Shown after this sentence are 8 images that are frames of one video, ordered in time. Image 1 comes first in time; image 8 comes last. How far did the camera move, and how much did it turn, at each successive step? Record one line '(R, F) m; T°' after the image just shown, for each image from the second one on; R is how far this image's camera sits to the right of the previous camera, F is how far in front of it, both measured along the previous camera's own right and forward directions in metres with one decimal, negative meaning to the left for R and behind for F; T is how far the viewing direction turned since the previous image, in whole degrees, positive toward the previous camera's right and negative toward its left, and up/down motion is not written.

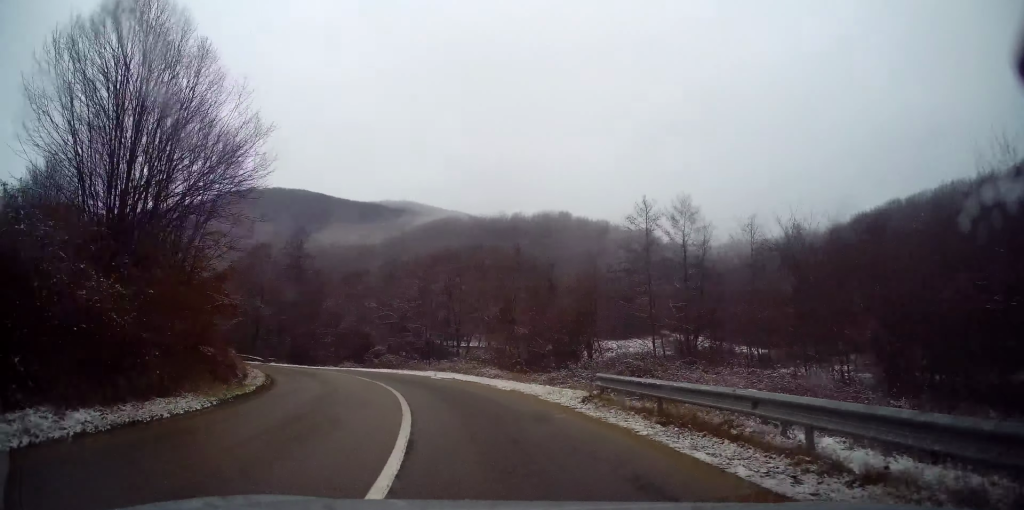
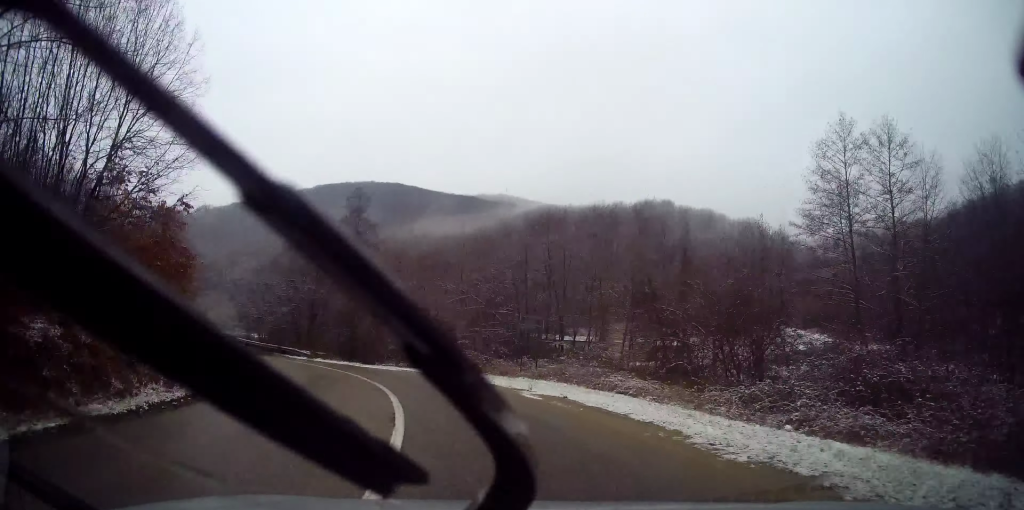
(-1.0, +11.7) m; -11°
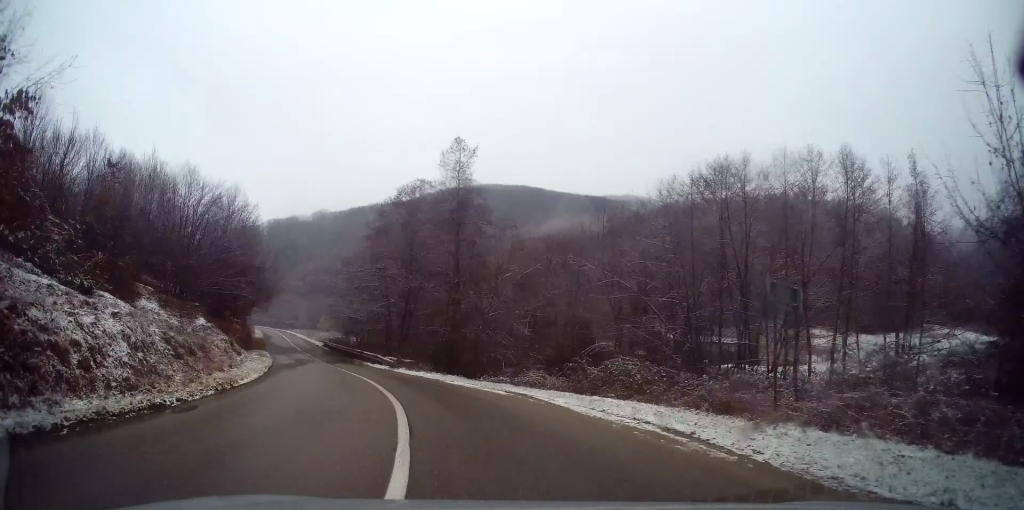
(-1.1, +11.8) m; -13°
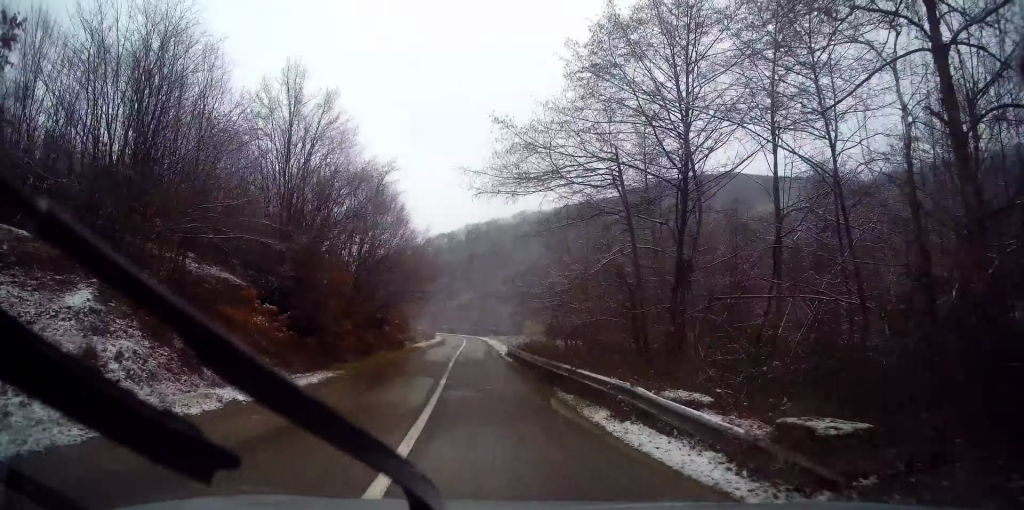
(-5.5, +23.3) m; -21°
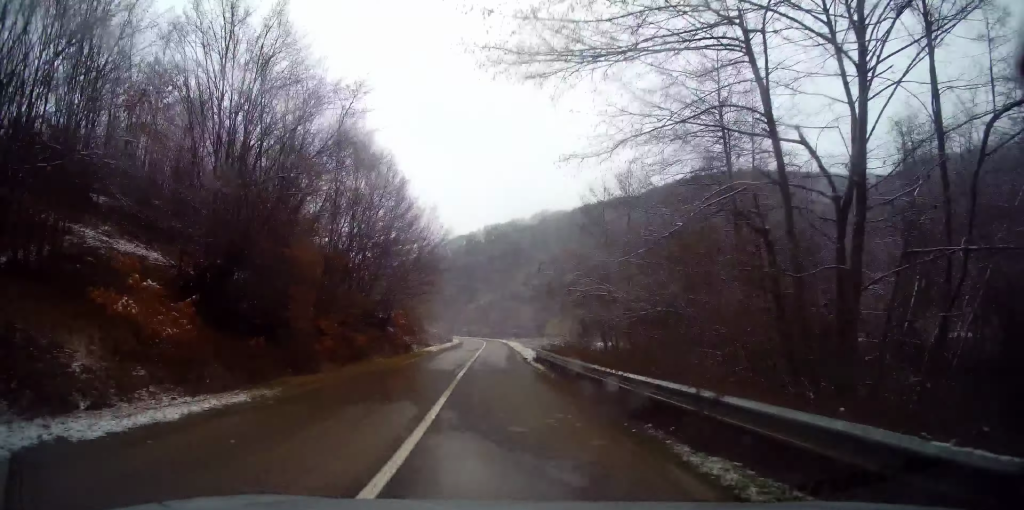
(-0.2, +7.3) m; -1°
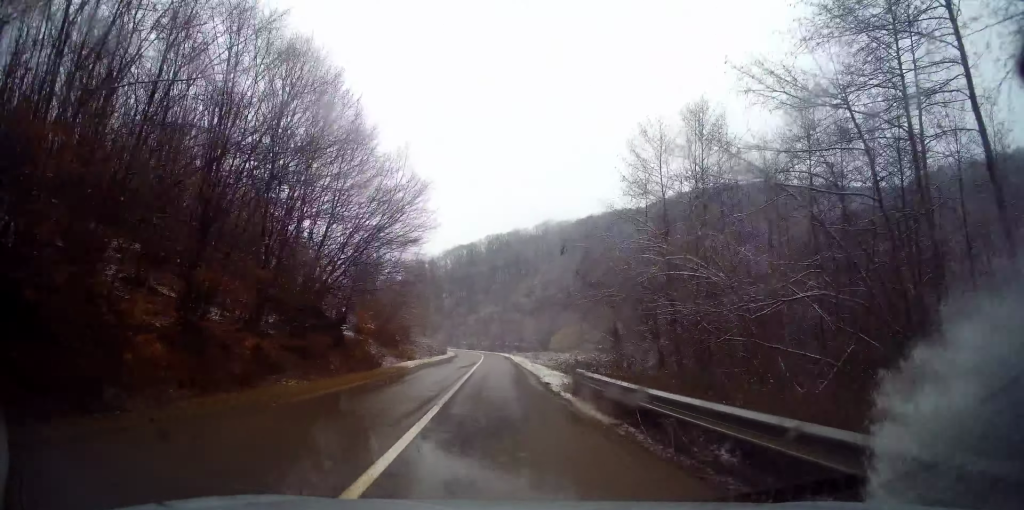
(-0.2, +11.3) m; -1°
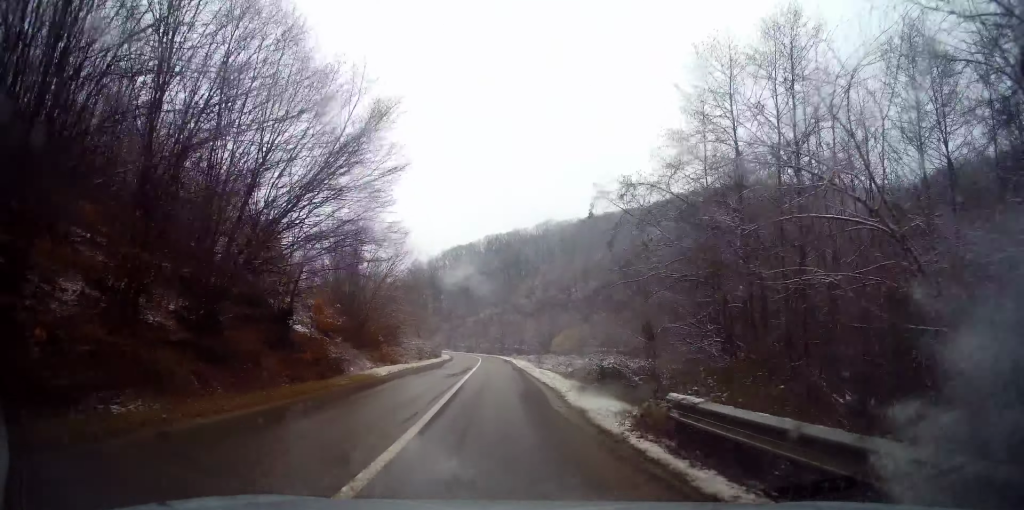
(0.0, +7.2) m; 0°
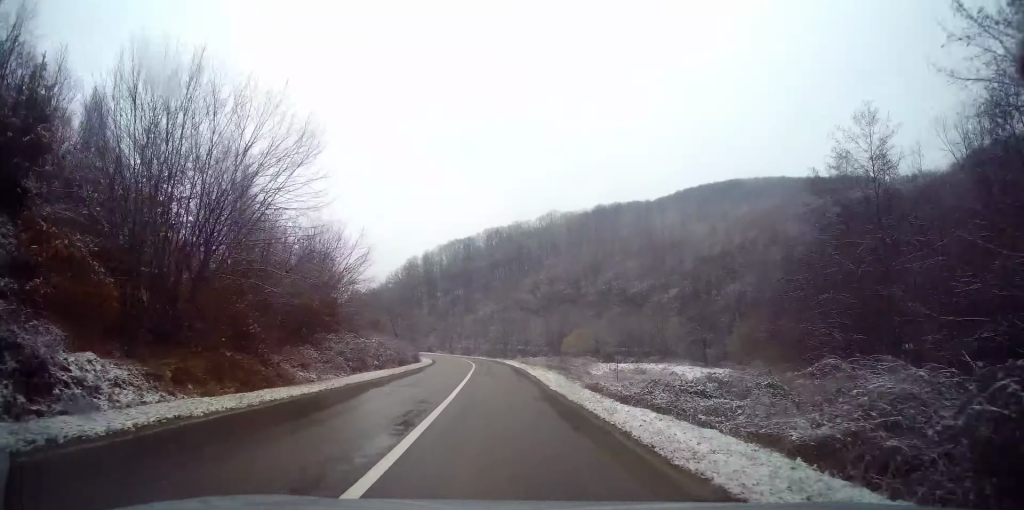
(-0.2, +23.9) m; -1°
